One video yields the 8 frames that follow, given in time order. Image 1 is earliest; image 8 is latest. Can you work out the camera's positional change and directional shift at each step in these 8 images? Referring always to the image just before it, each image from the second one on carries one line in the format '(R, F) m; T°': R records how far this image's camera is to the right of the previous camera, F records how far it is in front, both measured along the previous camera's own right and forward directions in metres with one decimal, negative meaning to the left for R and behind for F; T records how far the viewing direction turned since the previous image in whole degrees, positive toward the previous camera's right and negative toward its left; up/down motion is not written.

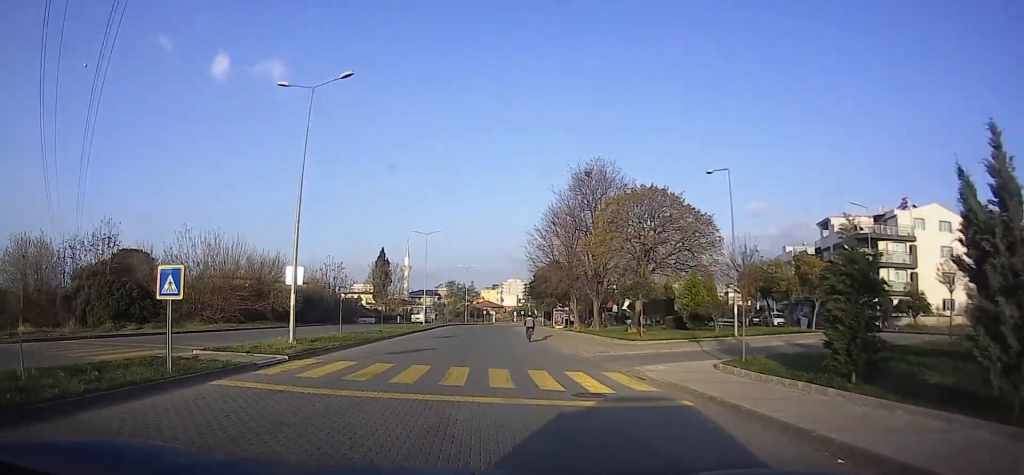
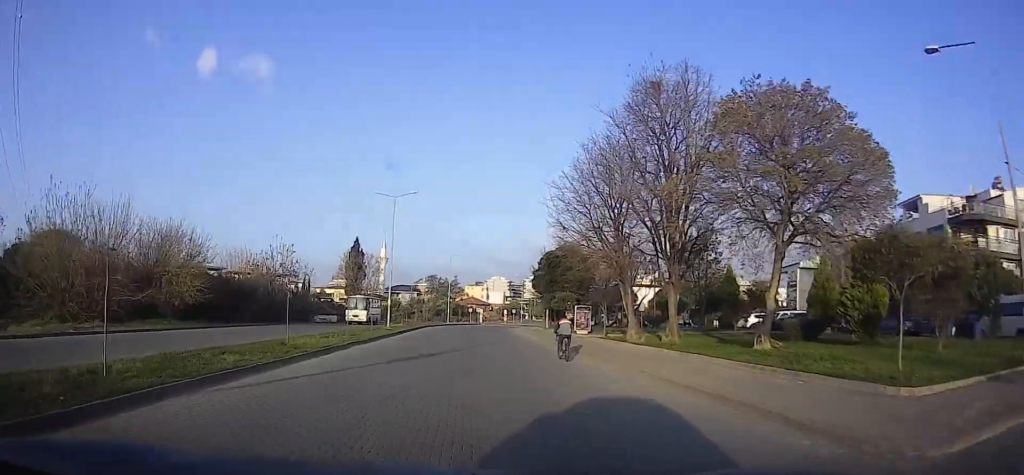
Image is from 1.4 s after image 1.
(+0.4, +17.7) m; +3°
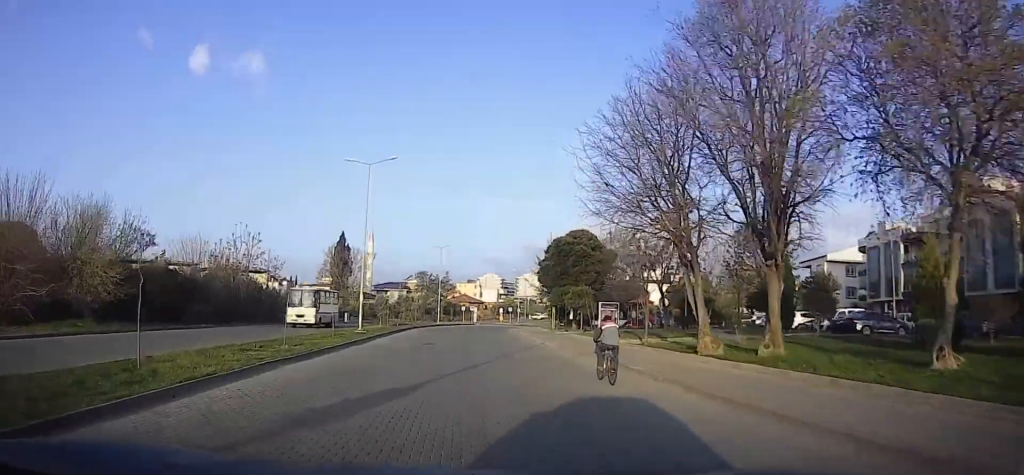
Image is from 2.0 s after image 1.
(+0.2, +8.5) m; +1°
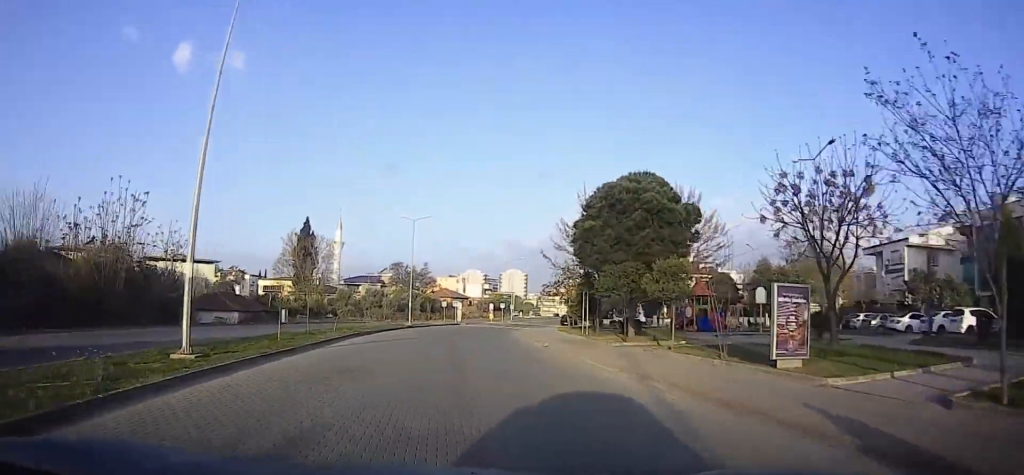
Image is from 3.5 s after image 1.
(+0.5, +18.7) m; +4°
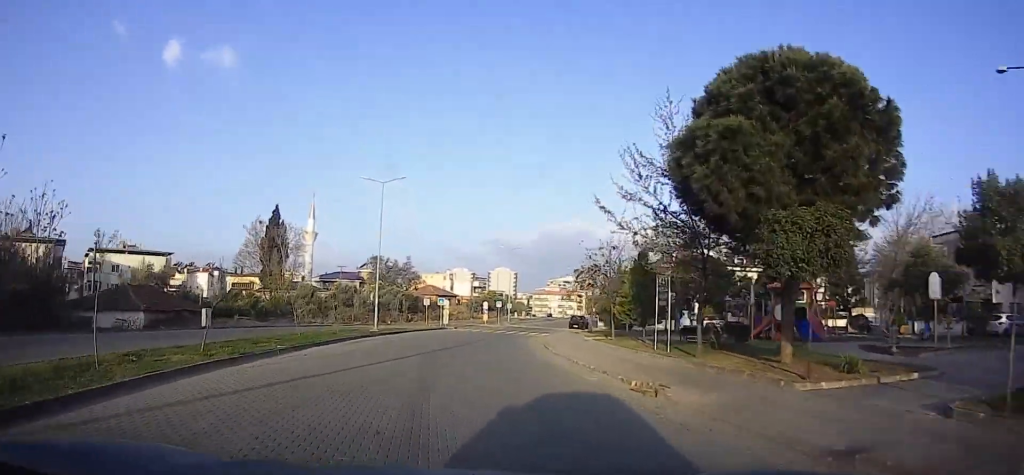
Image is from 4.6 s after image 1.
(+0.6, +14.2) m; +2°
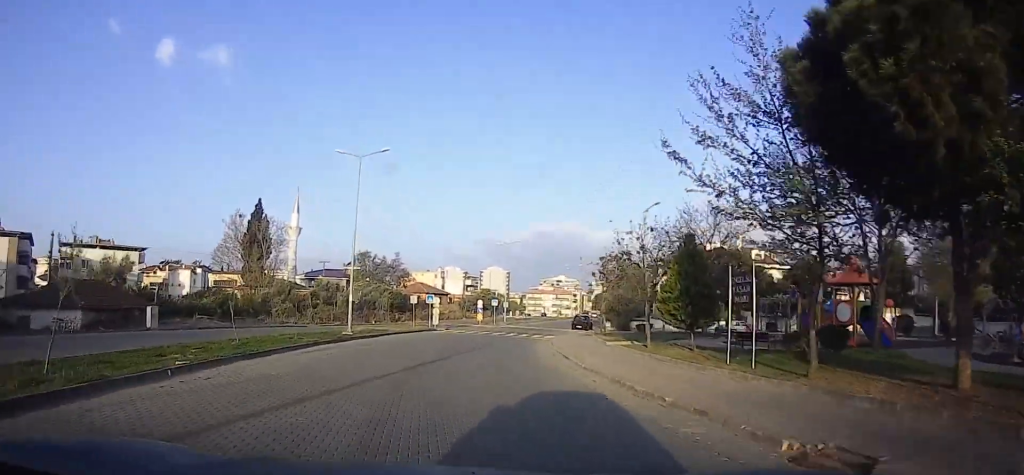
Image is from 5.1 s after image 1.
(0.0, +6.2) m; 0°
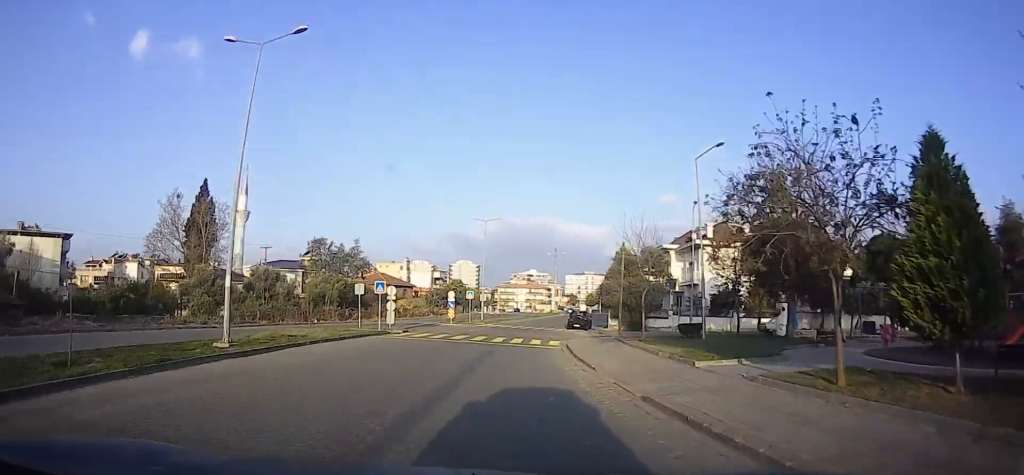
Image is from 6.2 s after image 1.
(0.0, +12.5) m; 0°
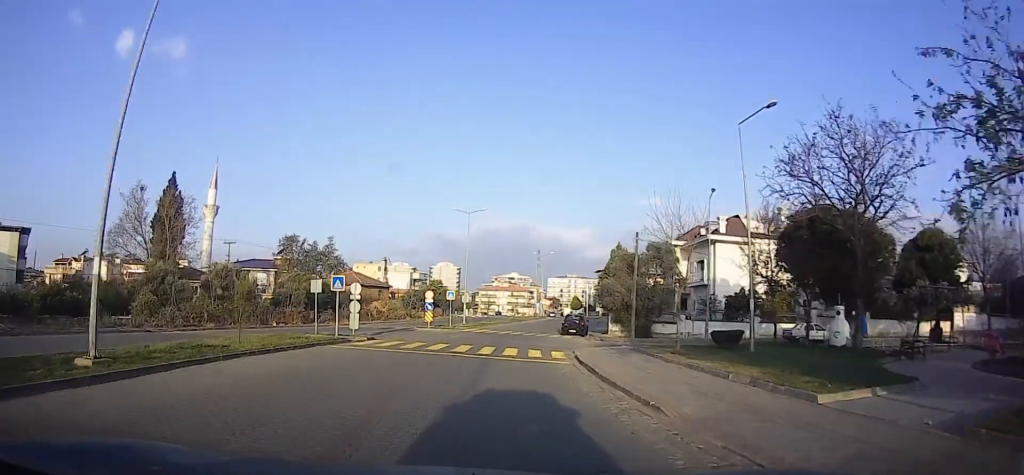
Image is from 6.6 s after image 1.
(0.0, +5.8) m; 0°
